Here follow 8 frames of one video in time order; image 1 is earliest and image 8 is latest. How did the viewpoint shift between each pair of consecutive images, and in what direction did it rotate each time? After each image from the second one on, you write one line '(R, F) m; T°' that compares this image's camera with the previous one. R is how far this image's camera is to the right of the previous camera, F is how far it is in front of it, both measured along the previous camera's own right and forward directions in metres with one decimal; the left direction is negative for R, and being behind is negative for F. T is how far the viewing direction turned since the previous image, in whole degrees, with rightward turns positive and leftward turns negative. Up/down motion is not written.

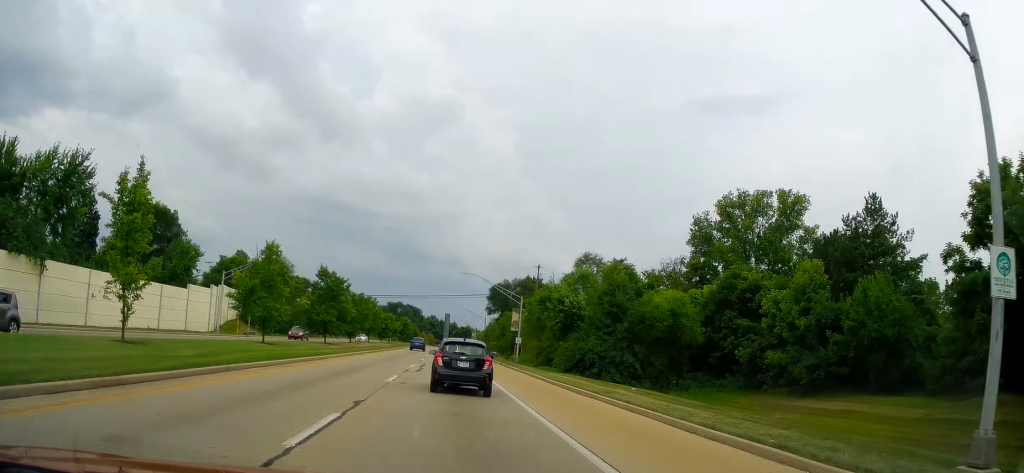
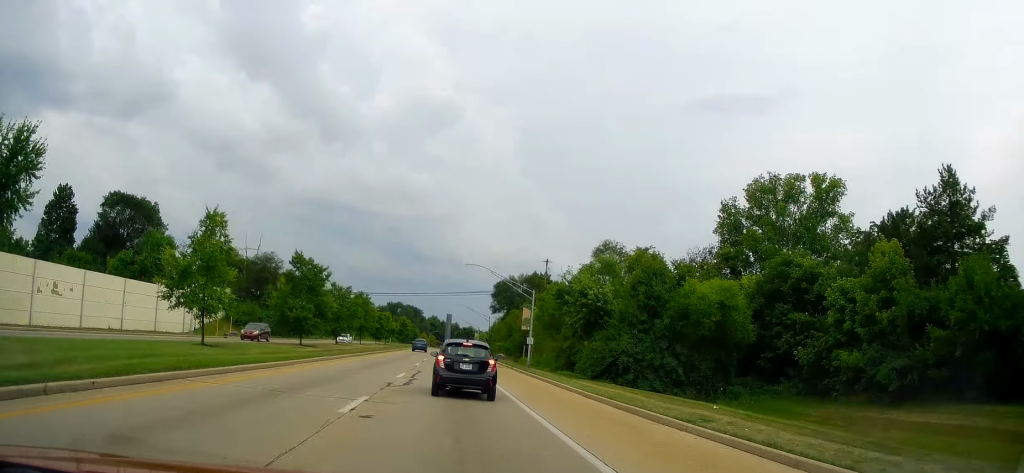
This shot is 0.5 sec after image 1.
(0.0, +8.2) m; -1°
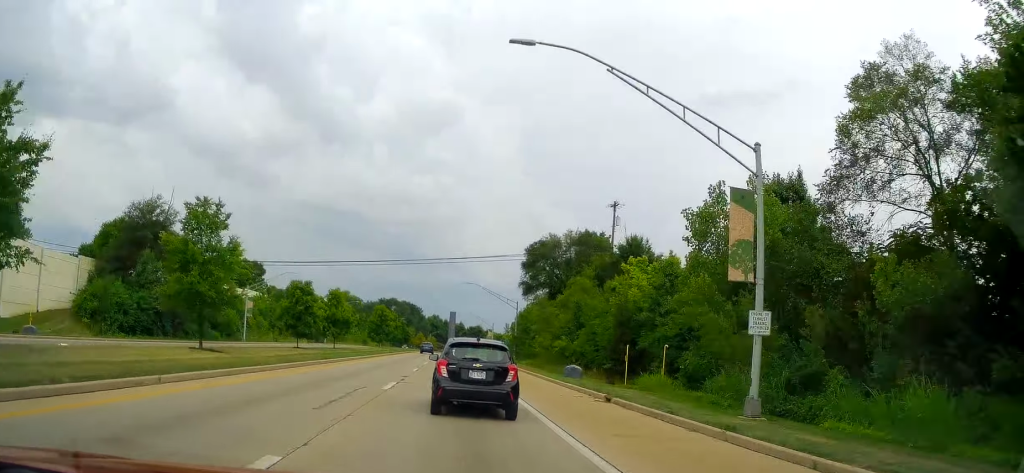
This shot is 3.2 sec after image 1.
(-0.7, +43.5) m; -1°
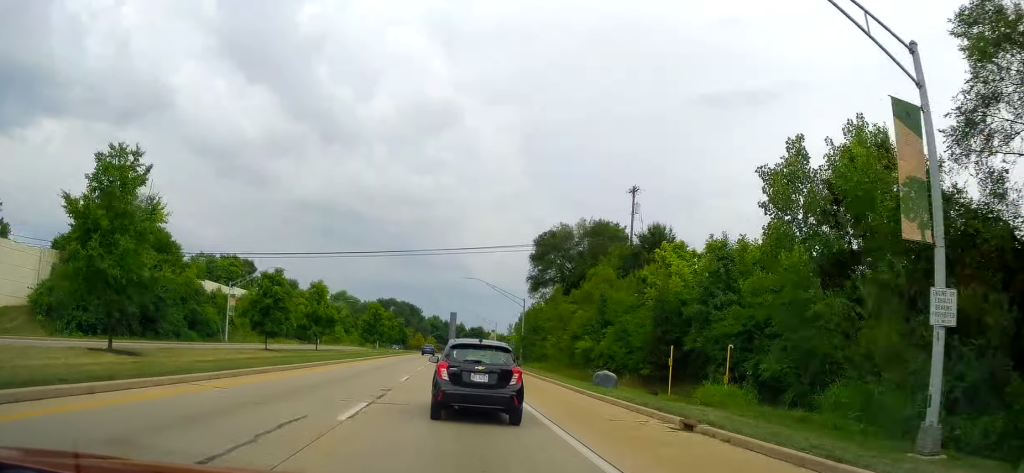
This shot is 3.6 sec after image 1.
(-0.2, +6.9) m; -1°
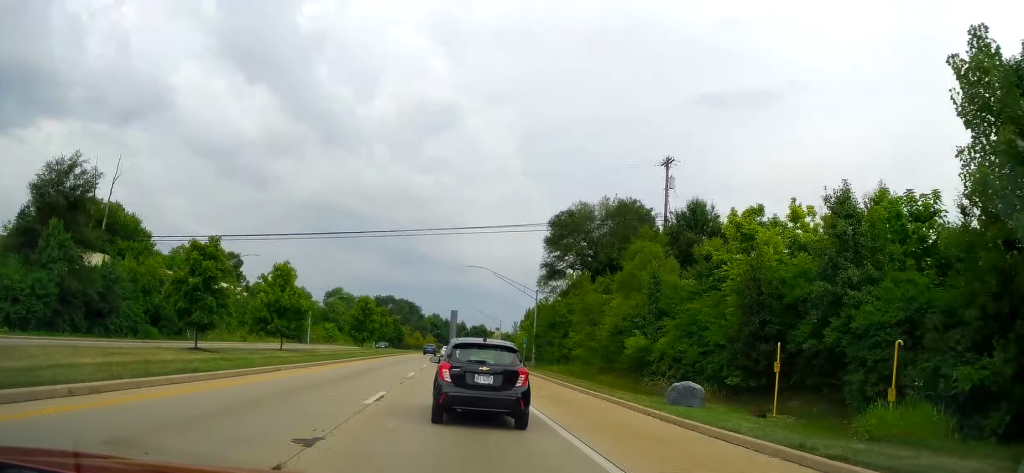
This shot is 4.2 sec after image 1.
(-0.1, +9.5) m; 0°
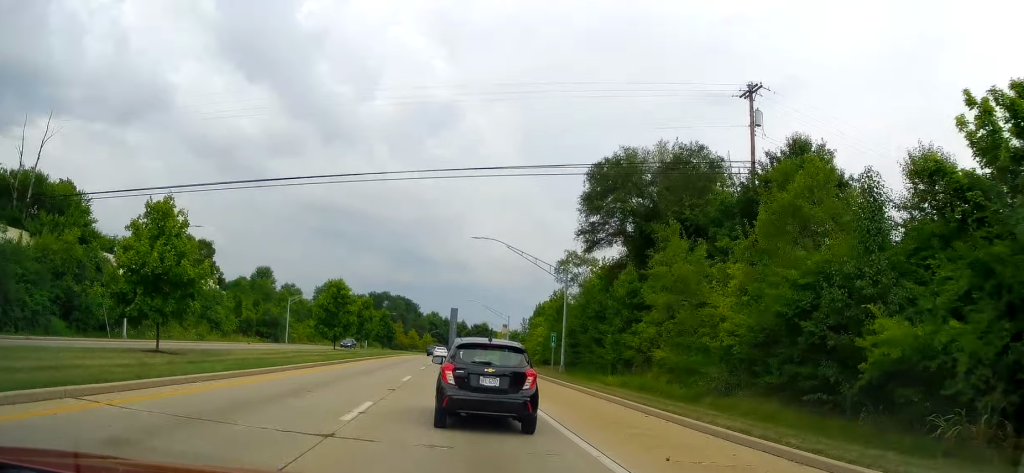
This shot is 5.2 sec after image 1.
(+0.1, +15.3) m; +2°
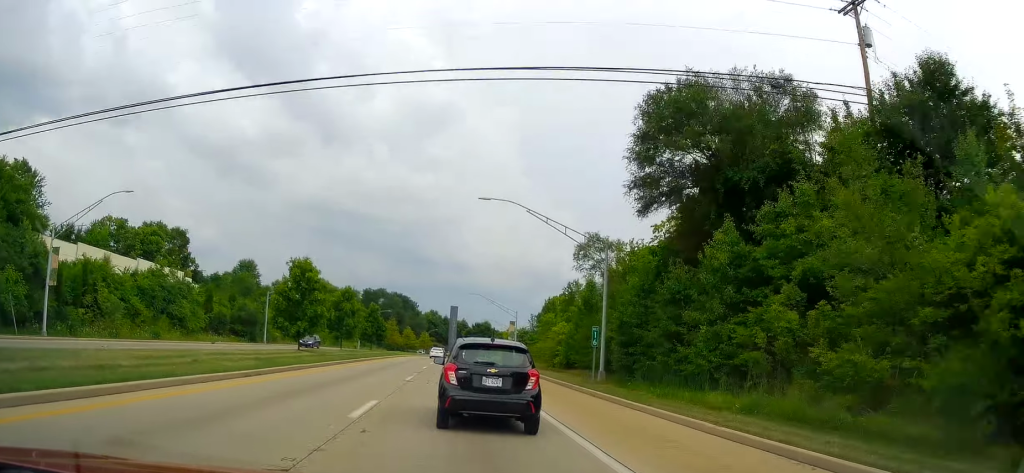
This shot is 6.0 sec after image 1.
(+0.5, +11.4) m; 0°
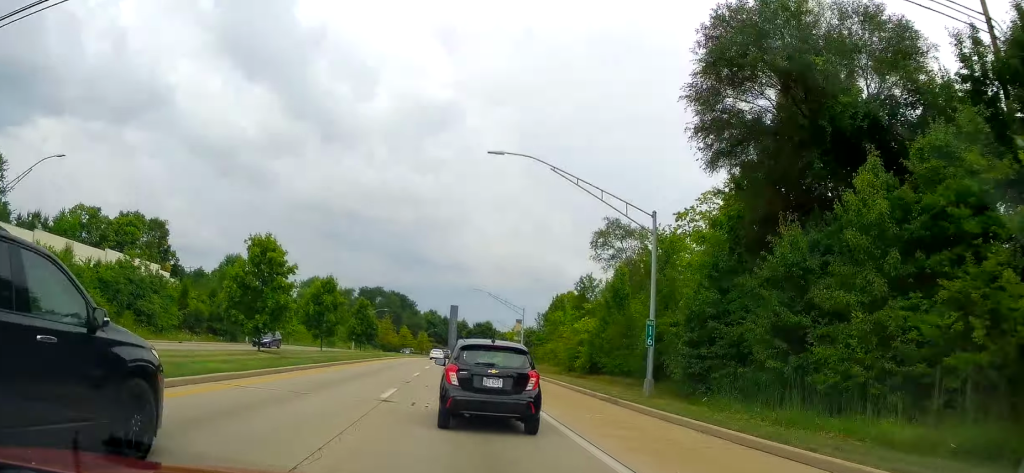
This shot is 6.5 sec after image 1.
(-0.2, +7.8) m; -1°
